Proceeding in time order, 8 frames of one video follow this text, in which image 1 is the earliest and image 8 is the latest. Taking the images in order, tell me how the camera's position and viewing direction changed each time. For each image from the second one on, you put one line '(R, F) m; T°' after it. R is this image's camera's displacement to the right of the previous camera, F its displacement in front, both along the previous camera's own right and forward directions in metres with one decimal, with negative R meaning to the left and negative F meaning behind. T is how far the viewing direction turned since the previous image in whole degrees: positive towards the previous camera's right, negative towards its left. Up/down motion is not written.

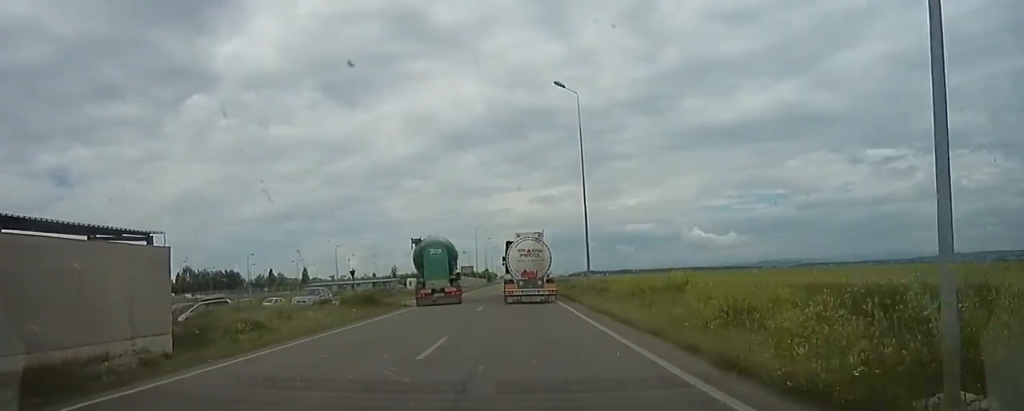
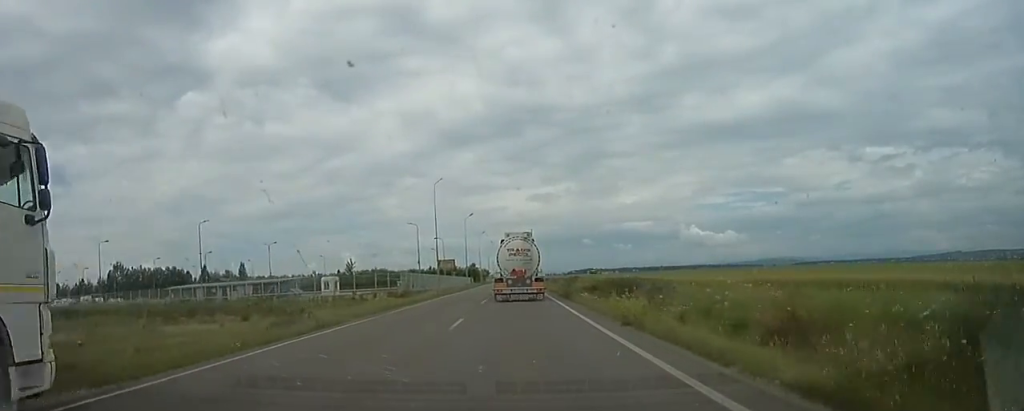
(-0.5, +42.3) m; 0°
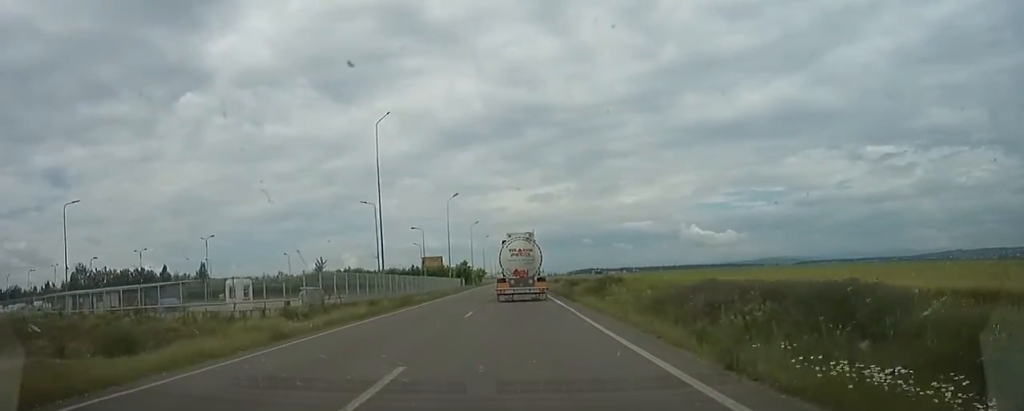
(+0.2, +18.9) m; +1°
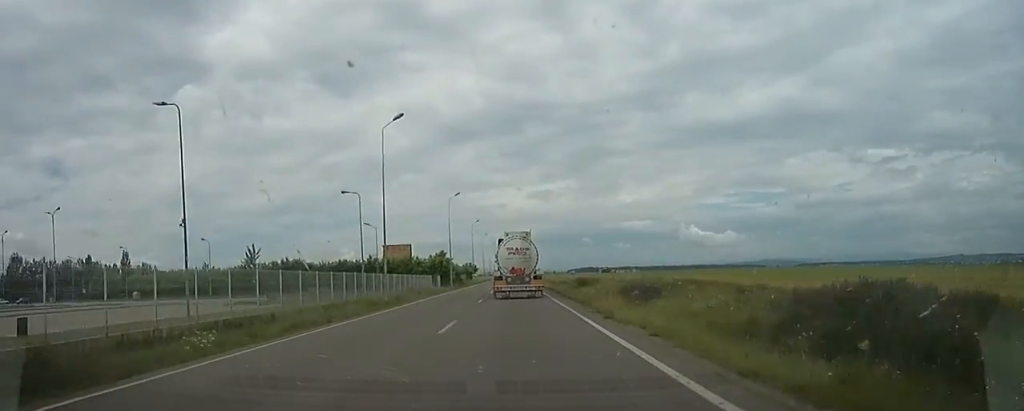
(+0.1, +26.9) m; 0°
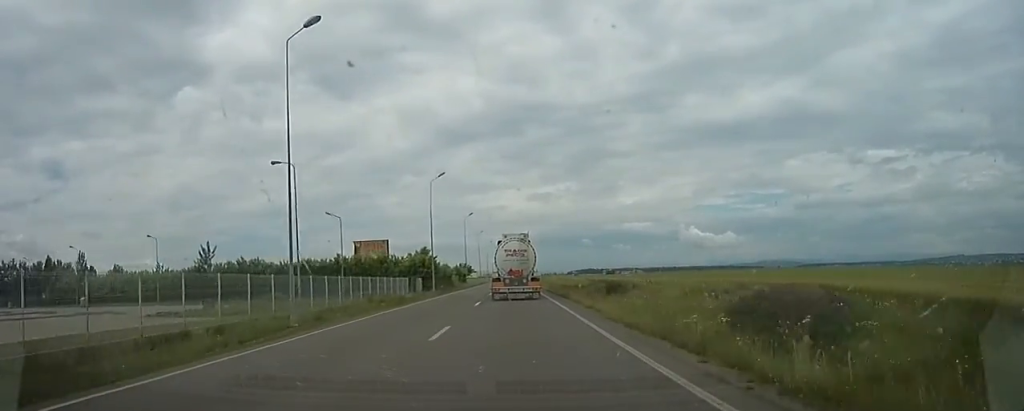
(0.0, +12.4) m; 0°
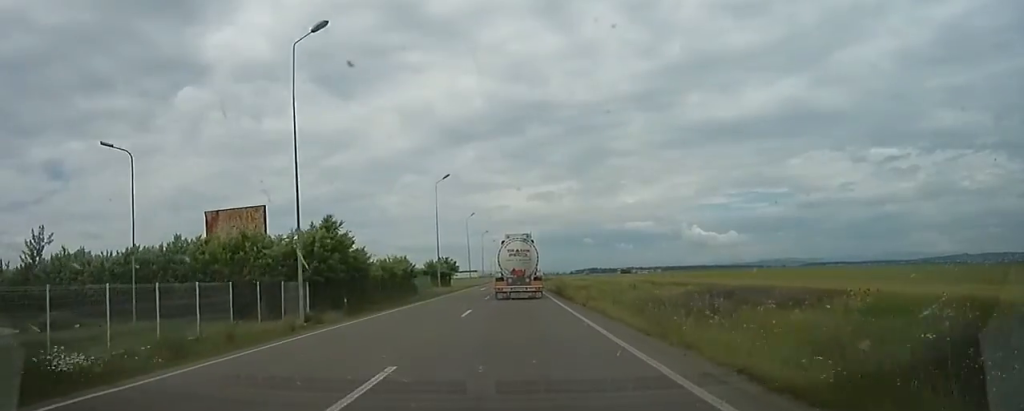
(0.0, +29.0) m; 0°
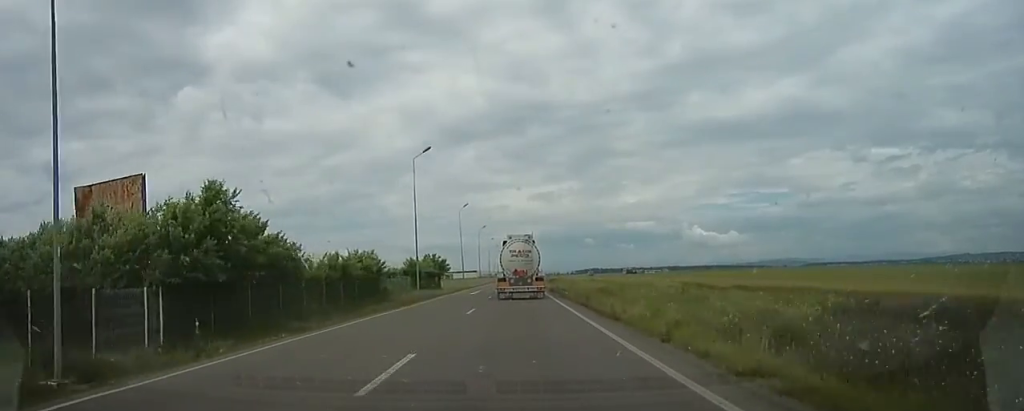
(0.0, +10.5) m; 0°
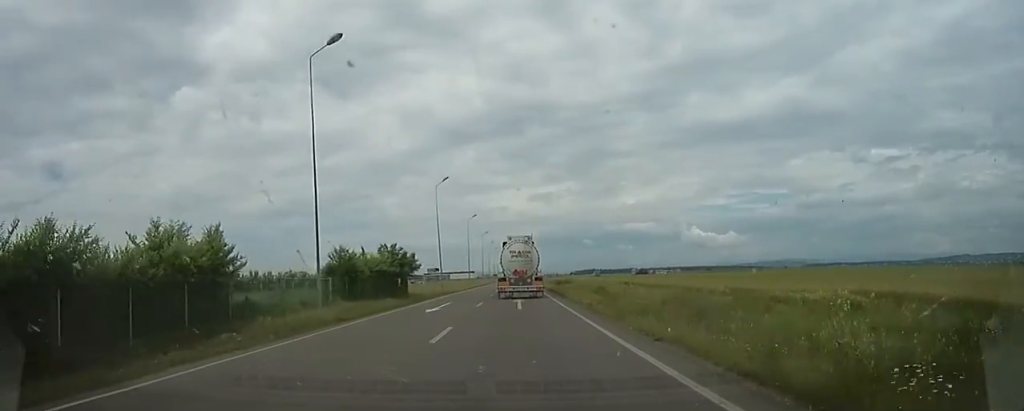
(0.0, +19.0) m; 0°
